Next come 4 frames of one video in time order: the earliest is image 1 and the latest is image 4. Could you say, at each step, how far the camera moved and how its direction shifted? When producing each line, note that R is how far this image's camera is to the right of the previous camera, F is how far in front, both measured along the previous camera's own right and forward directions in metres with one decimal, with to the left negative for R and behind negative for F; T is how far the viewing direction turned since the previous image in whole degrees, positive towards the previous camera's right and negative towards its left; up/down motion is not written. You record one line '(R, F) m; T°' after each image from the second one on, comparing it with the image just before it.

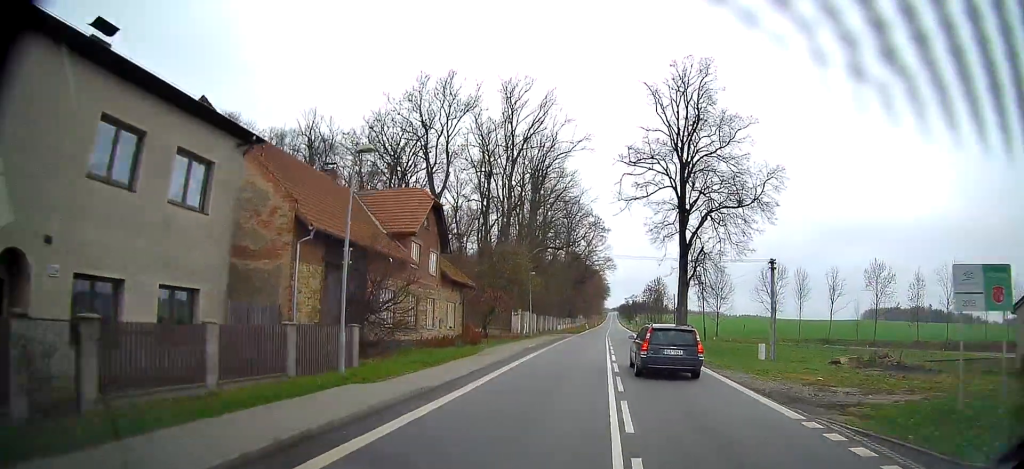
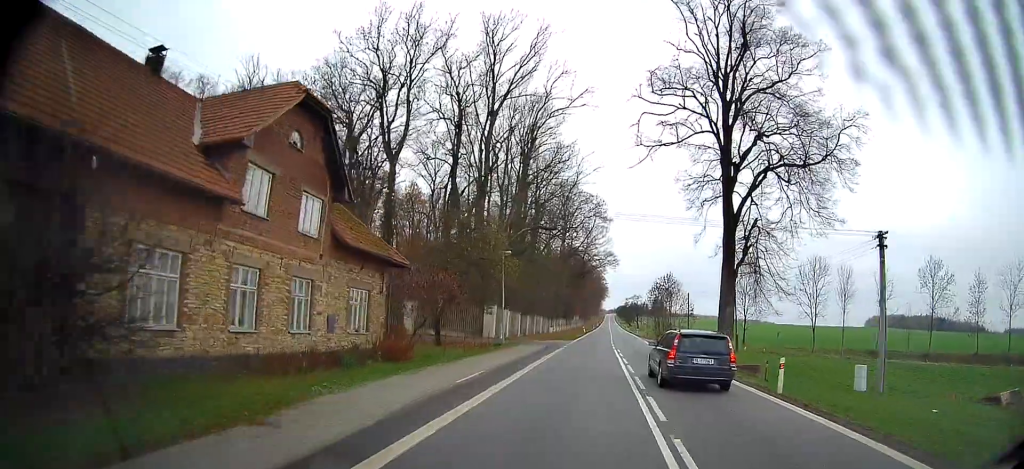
(+0.1, +15.9) m; 0°
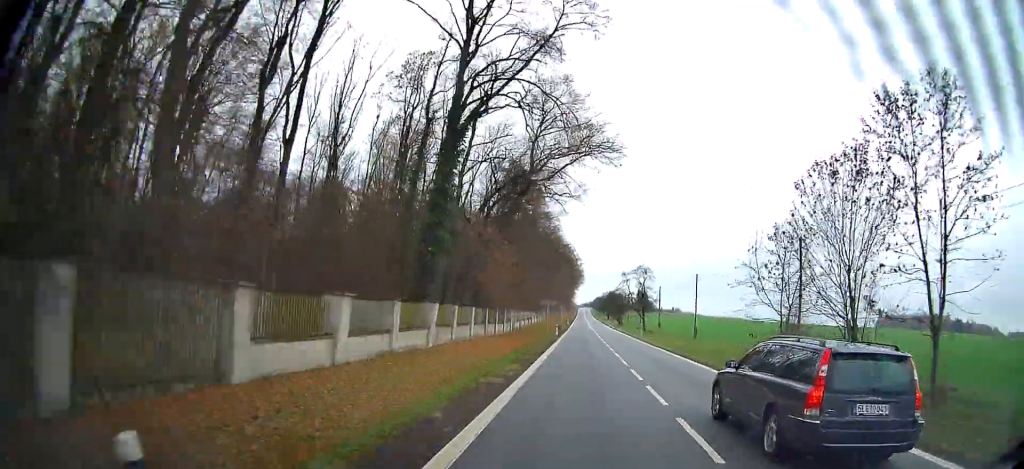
(+0.4, +78.4) m; +2°
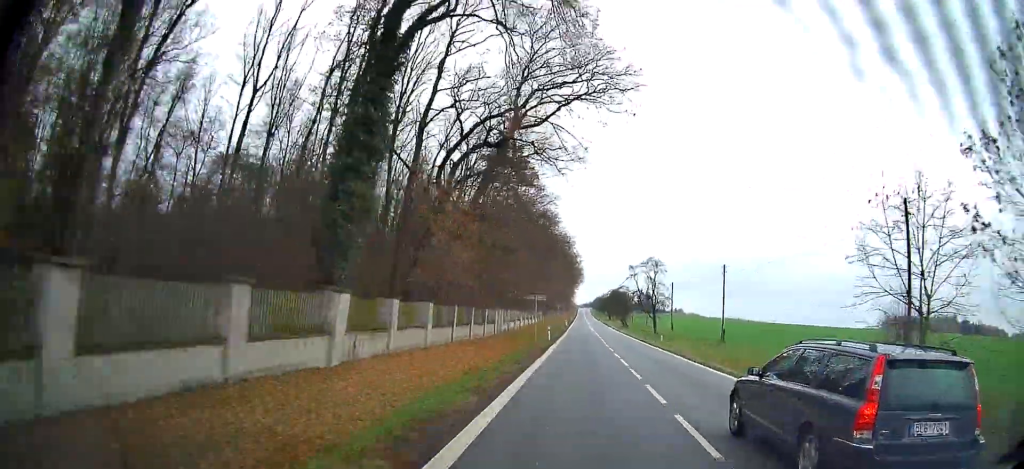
(+0.1, +12.6) m; 0°
